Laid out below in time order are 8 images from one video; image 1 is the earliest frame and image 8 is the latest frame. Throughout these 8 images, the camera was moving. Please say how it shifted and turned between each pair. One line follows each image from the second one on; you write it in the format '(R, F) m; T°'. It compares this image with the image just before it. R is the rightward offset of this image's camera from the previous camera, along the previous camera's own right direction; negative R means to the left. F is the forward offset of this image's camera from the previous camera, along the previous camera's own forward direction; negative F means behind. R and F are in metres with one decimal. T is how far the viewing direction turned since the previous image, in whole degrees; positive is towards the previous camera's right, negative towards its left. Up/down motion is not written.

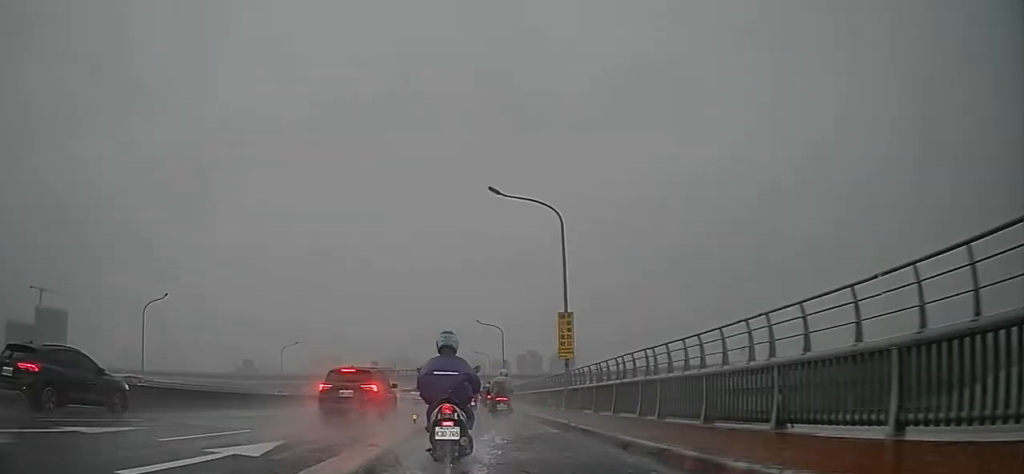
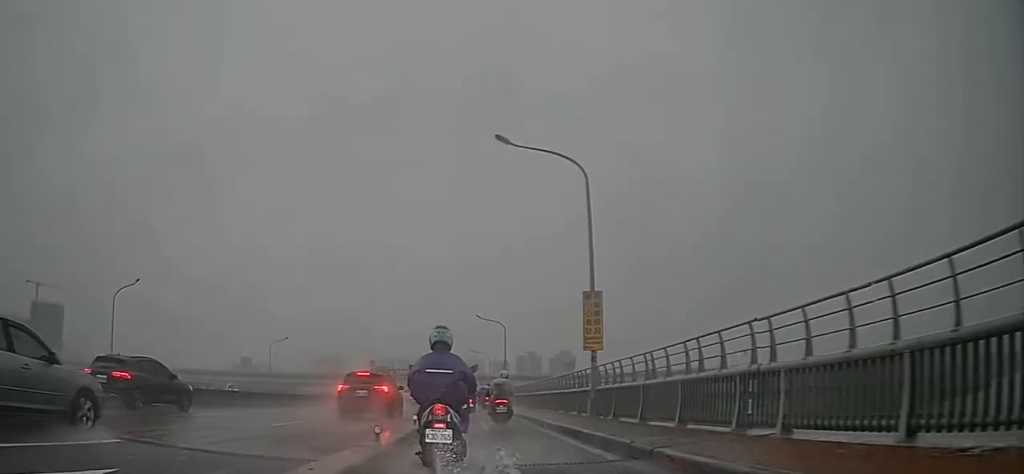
(-0.1, +4.9) m; -1°
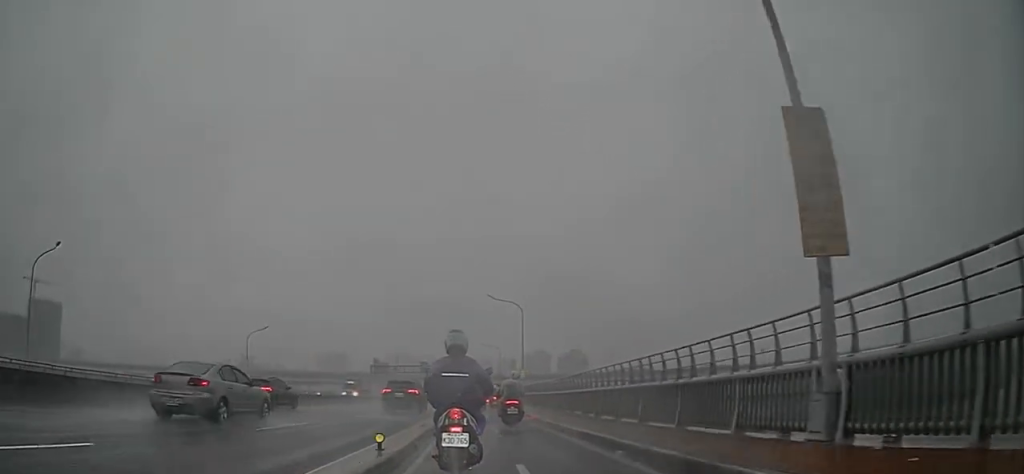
(-0.1, +11.9) m; 0°
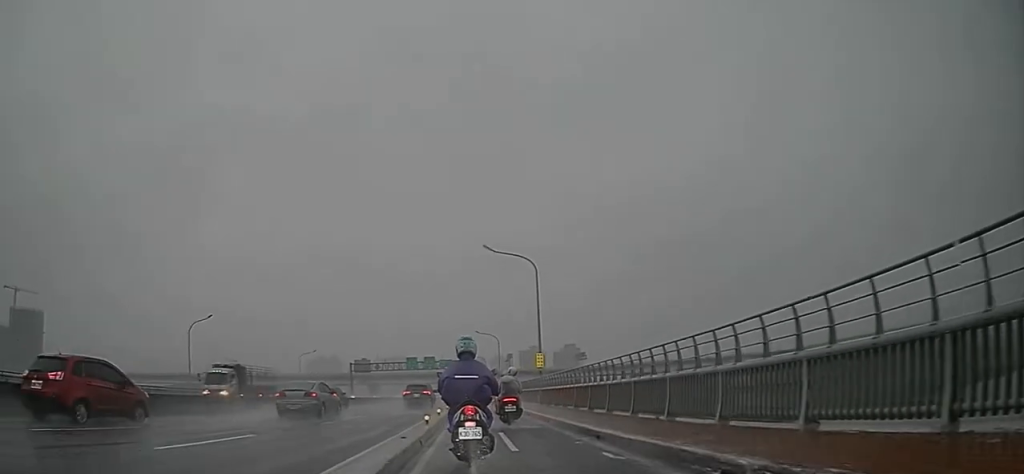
(+0.1, +14.3) m; 0°
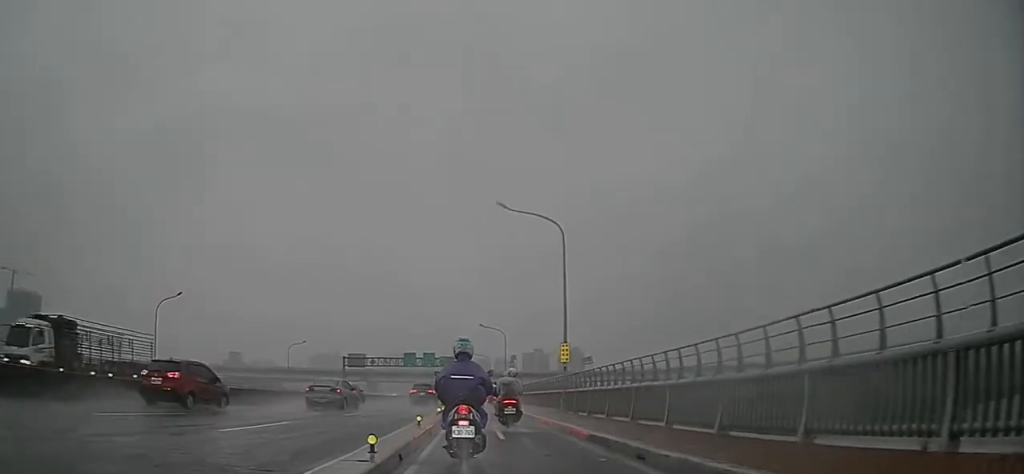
(0.0, +7.0) m; 0°
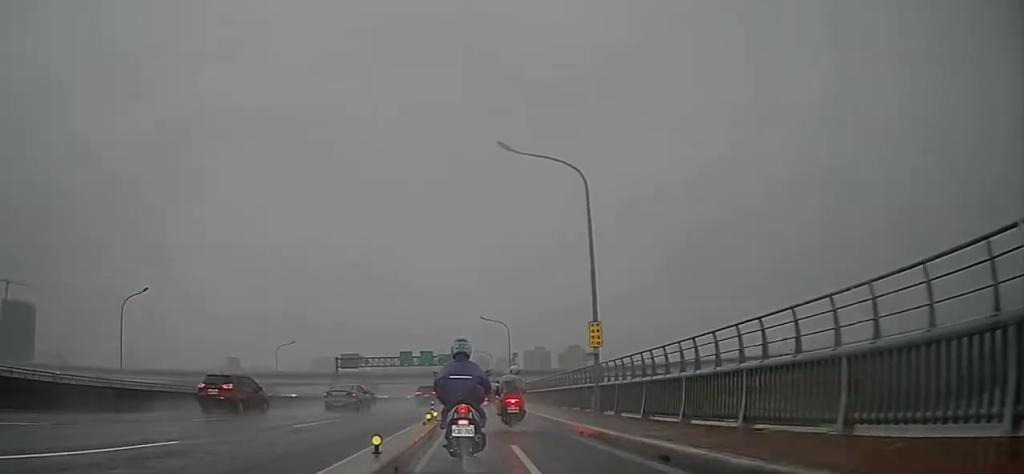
(0.0, +5.3) m; 0°
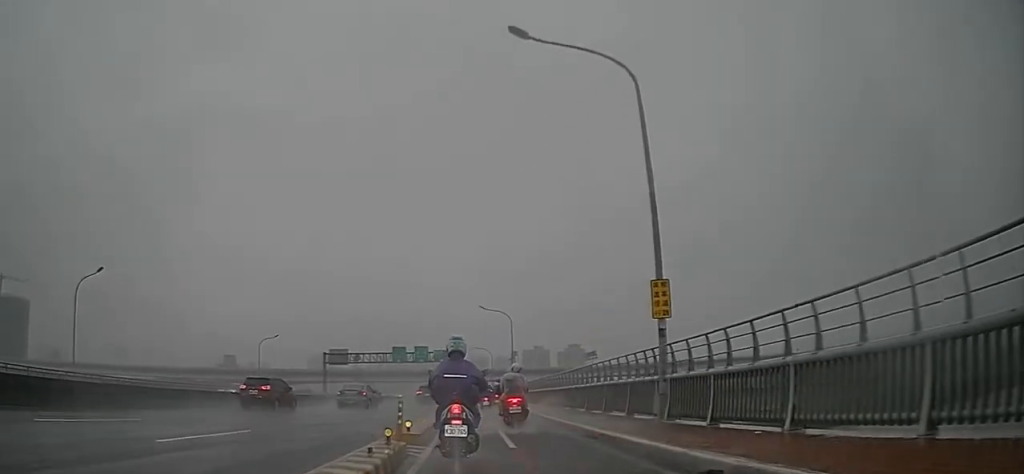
(0.0, +5.9) m; 0°
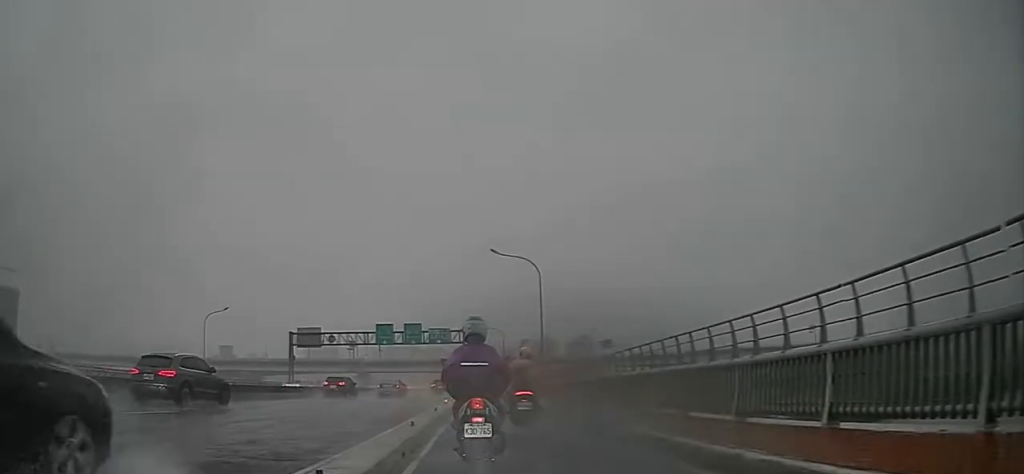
(+0.1, +18.2) m; +1°
